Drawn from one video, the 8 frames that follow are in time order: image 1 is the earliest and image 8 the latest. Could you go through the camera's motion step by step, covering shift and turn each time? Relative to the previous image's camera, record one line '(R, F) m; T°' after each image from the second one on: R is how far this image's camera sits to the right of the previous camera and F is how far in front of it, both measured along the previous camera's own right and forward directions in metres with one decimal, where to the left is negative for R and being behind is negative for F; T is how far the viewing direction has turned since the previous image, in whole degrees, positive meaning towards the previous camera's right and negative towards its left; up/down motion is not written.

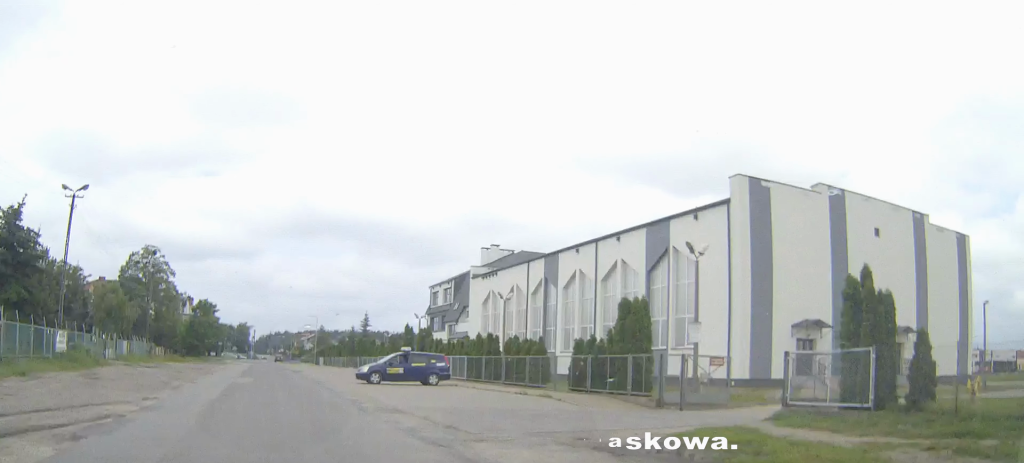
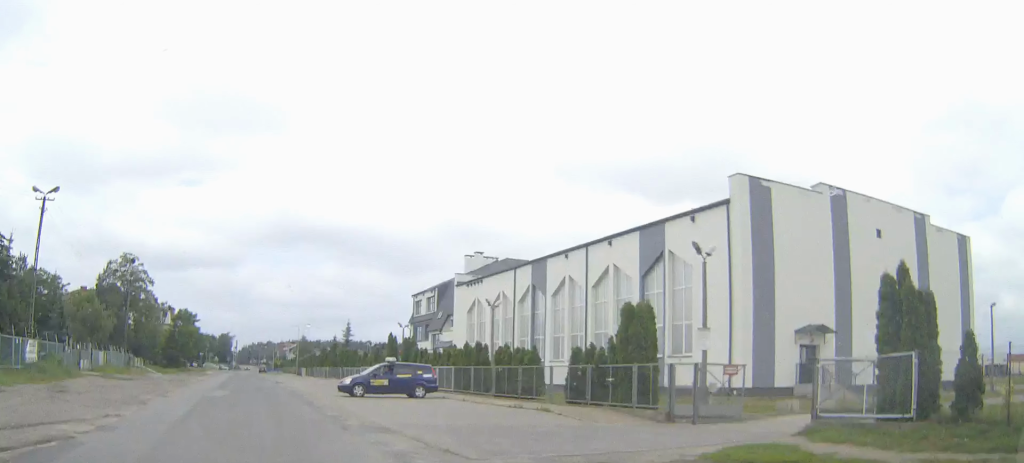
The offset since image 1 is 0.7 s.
(0.0, +2.0) m; +1°
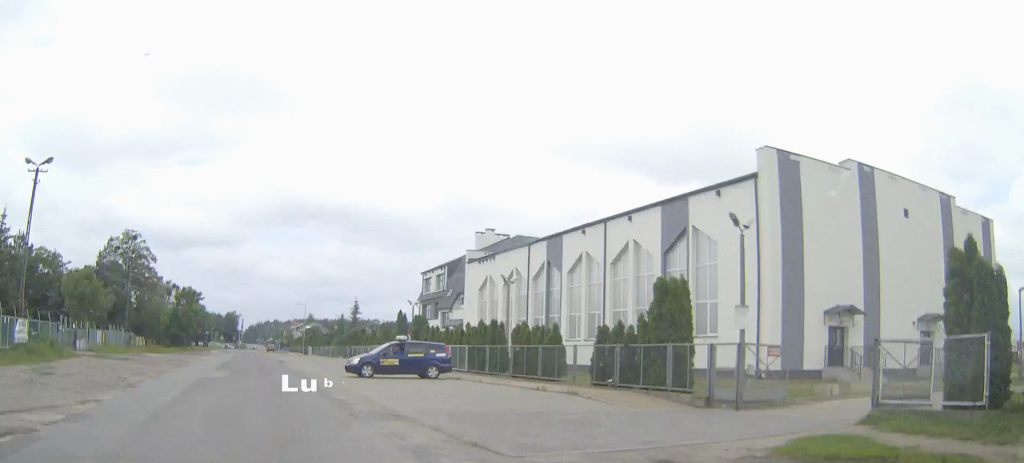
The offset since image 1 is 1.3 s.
(0.0, +2.0) m; -1°
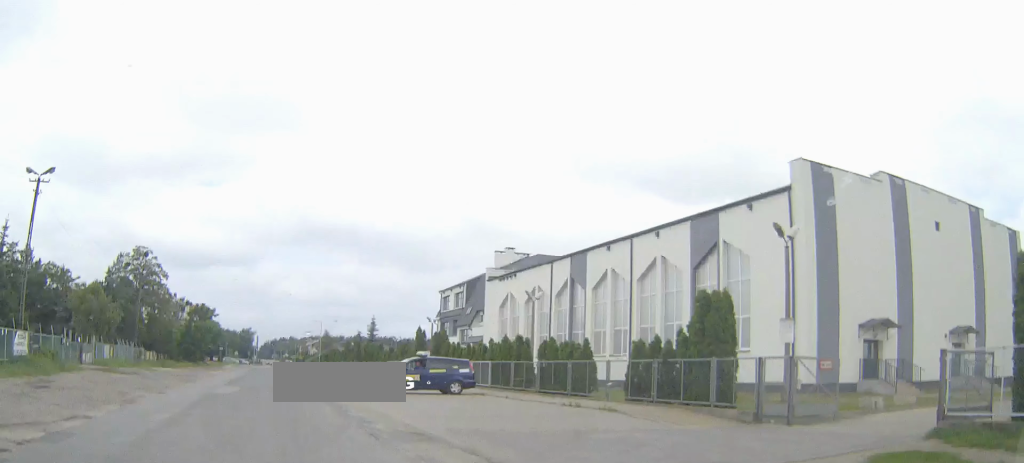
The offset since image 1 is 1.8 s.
(0.0, +1.5) m; -1°
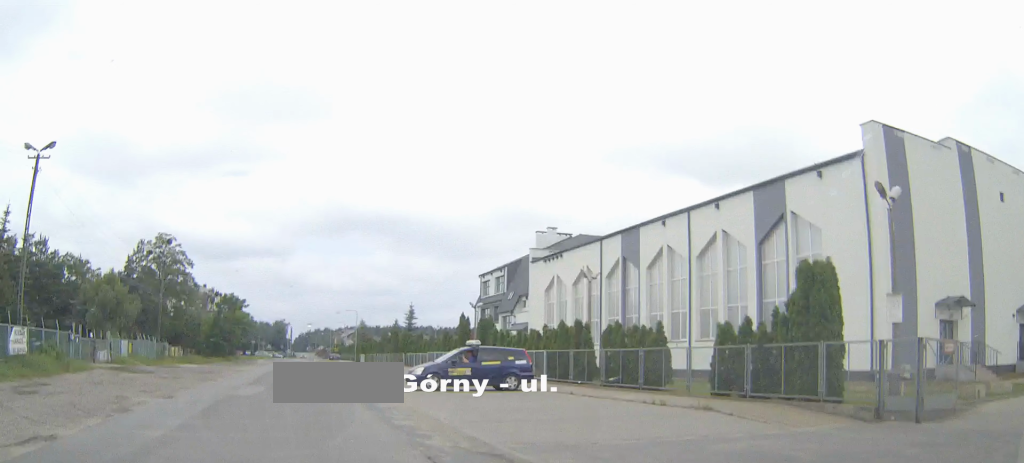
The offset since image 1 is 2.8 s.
(-0.1, +3.3) m; -4°
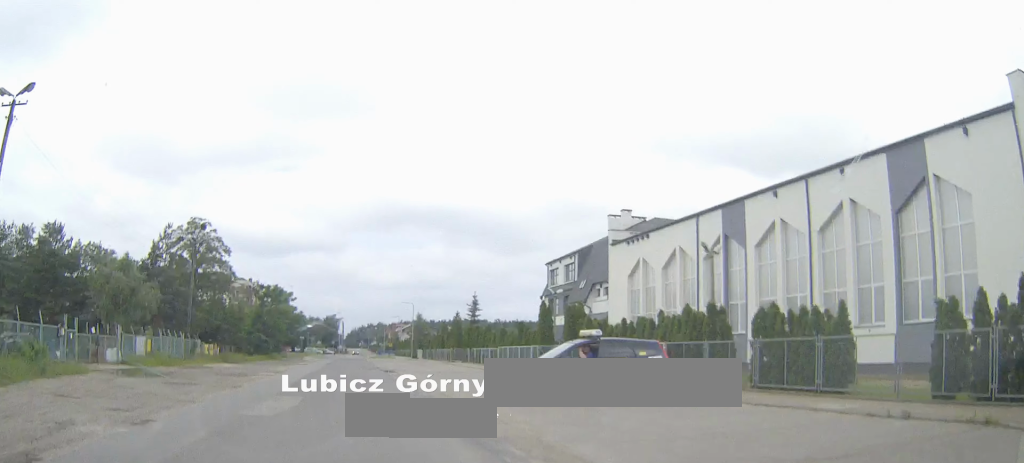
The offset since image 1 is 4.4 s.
(-0.3, +6.6) m; -3°
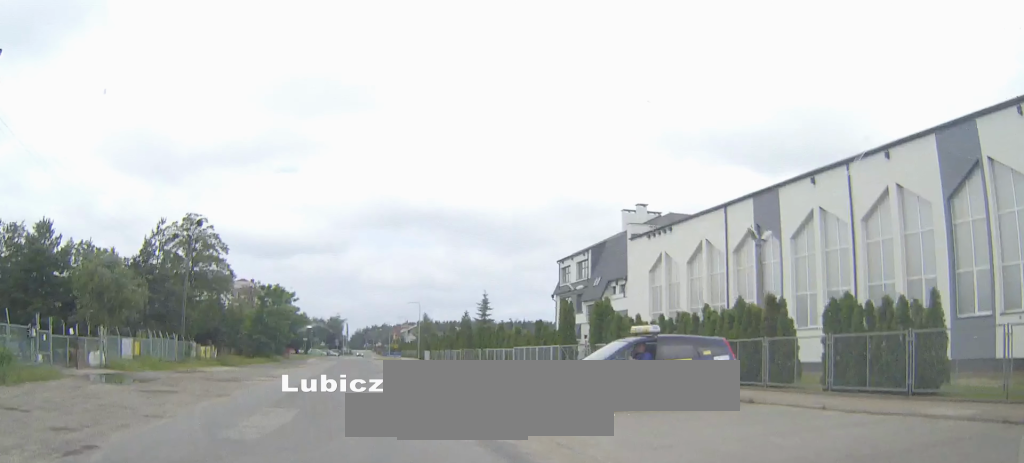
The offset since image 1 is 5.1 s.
(0.0, +3.1) m; 0°
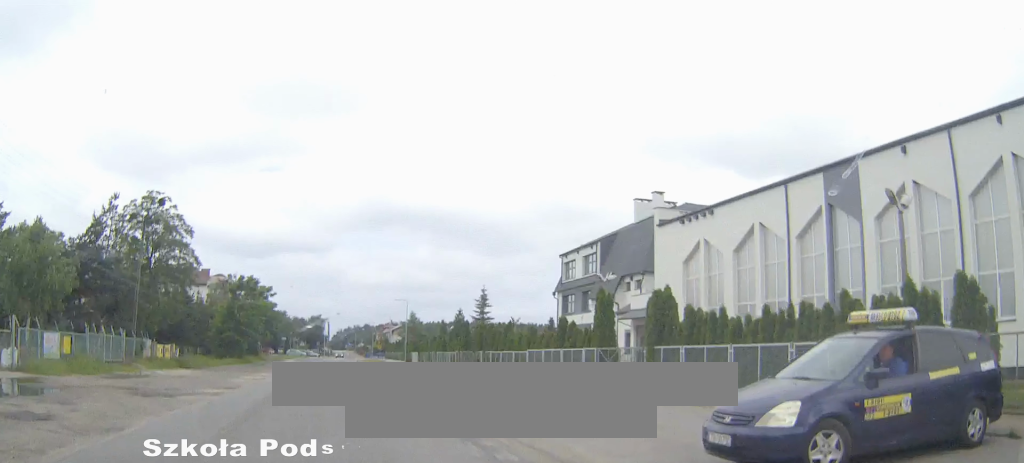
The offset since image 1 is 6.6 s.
(+0.2, +7.7) m; +3°
